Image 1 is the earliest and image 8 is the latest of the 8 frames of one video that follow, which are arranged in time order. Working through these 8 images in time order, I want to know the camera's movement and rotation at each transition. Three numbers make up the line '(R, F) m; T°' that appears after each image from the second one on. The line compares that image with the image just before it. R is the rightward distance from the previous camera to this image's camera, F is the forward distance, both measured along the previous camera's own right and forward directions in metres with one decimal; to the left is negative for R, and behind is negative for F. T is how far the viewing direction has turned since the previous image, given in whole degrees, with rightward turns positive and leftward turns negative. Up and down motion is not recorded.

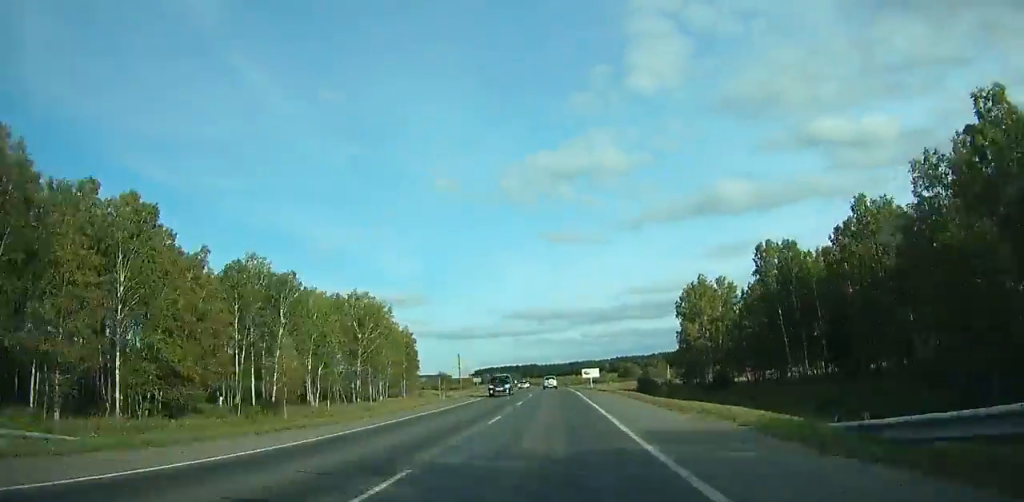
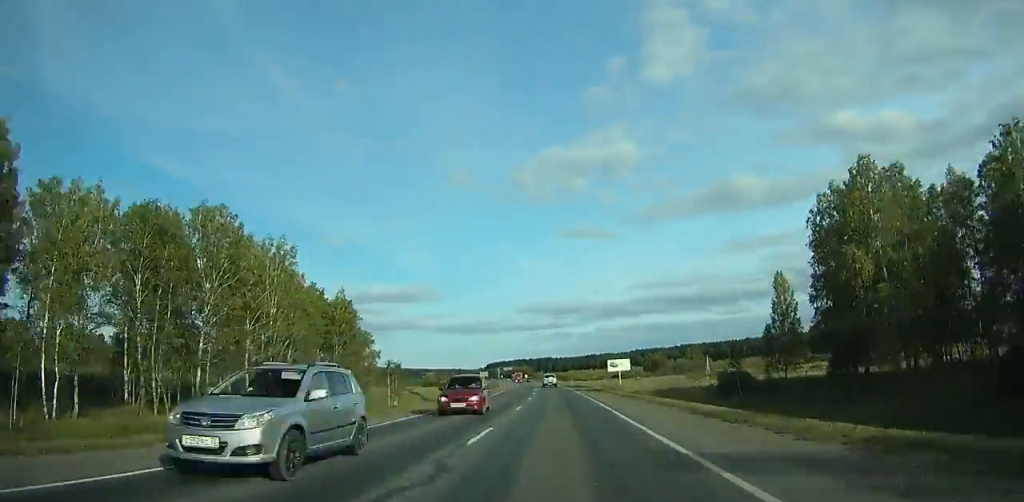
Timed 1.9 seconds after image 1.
(0.0, +53.4) m; -1°
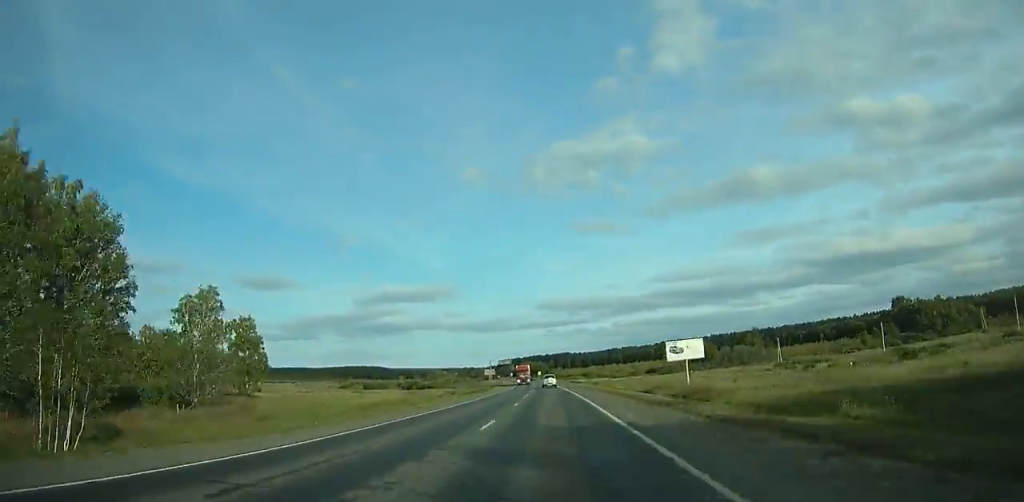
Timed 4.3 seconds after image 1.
(-1.2, +68.1) m; -2°
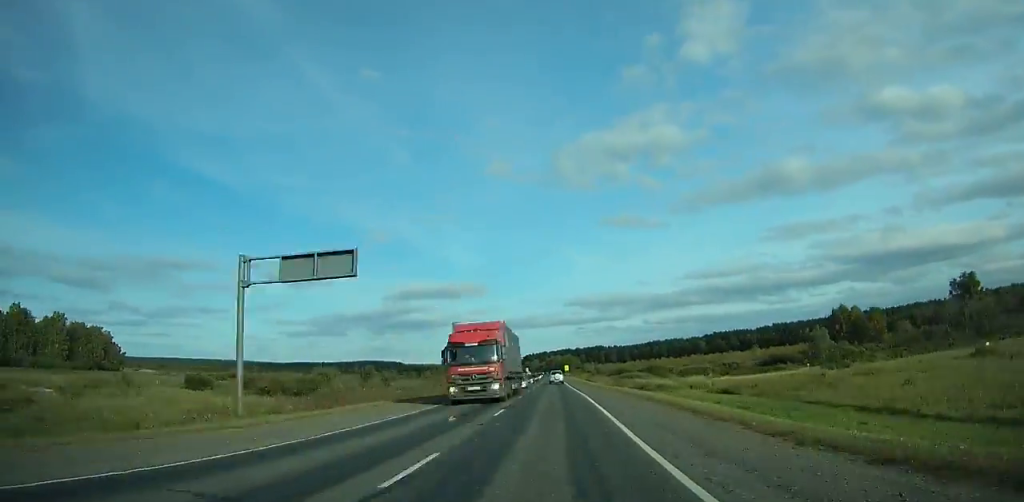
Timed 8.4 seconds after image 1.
(-2.7, +117.1) m; -3°
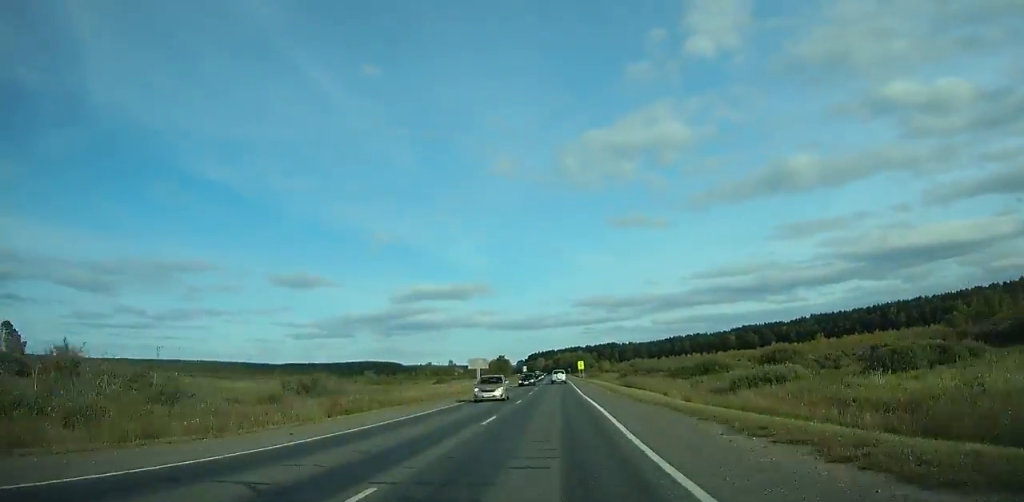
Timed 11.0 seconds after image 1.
(-0.9, +74.9) m; -1°
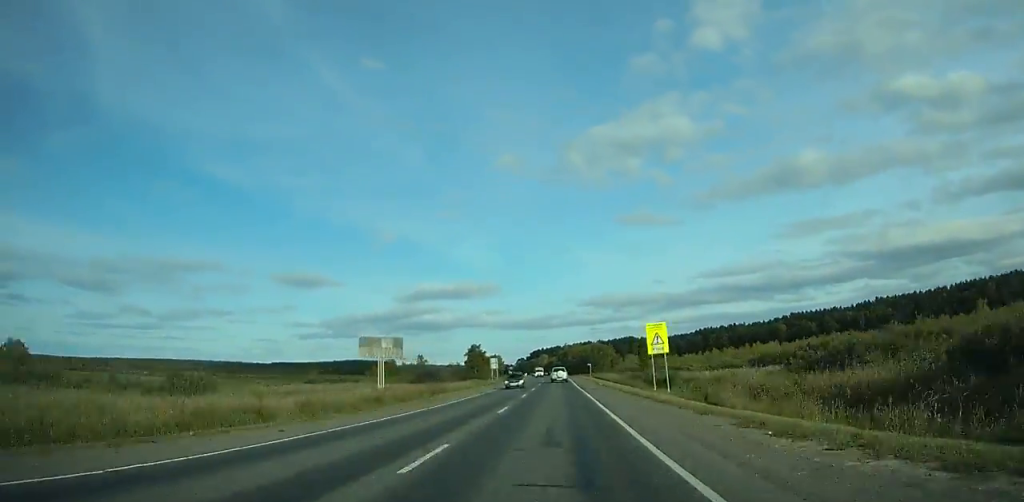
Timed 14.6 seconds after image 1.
(-0.7, +103.8) m; 0°
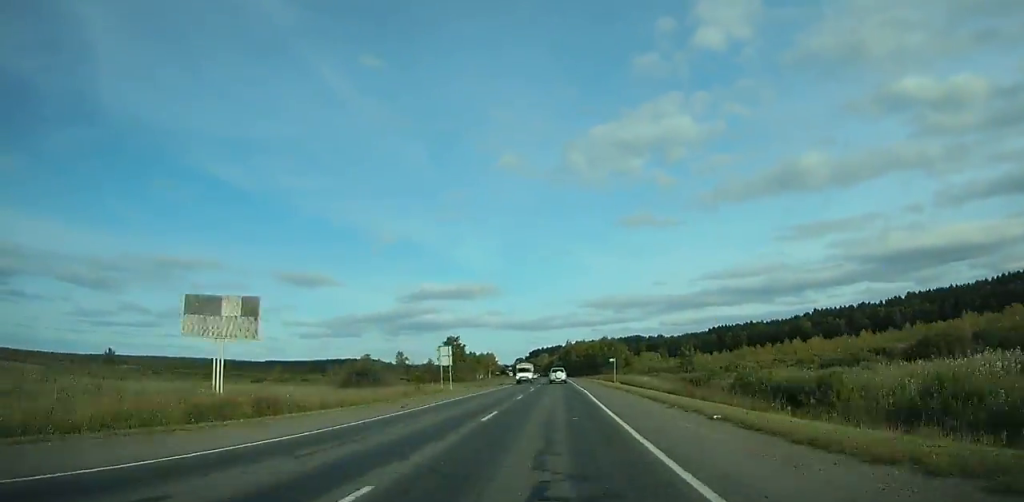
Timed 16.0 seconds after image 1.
(-0.5, +40.1) m; +3°
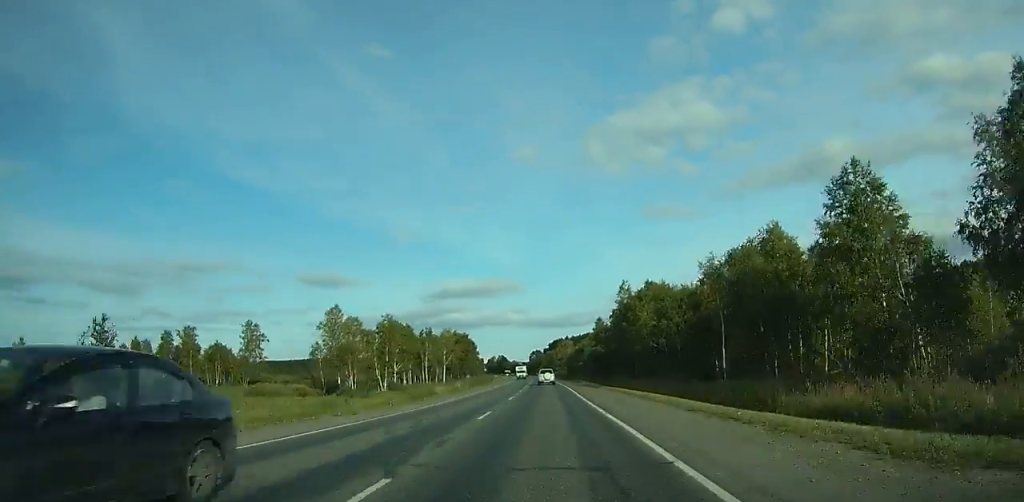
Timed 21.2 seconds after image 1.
(+1.3, +142.6) m; -9°
